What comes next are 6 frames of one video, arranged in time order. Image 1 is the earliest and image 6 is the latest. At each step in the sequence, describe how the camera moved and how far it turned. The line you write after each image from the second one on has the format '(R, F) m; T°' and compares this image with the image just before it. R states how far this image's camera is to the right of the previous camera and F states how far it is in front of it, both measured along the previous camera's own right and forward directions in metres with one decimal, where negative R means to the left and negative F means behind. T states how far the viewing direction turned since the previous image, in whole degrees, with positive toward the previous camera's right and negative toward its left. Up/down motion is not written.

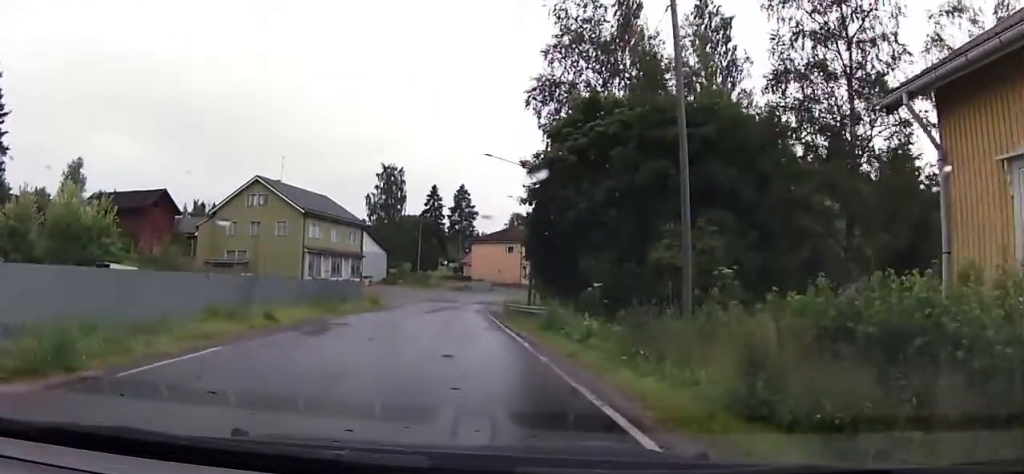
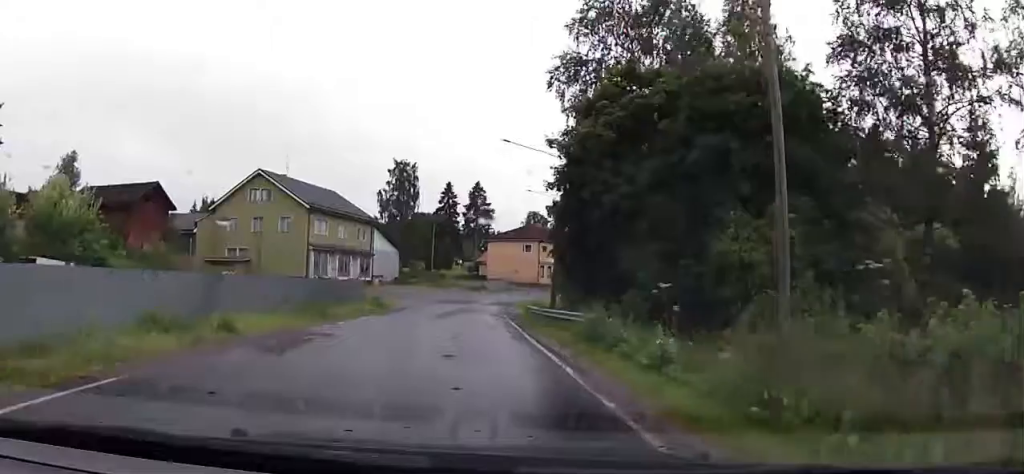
(-1.2, +3.1) m; +1°
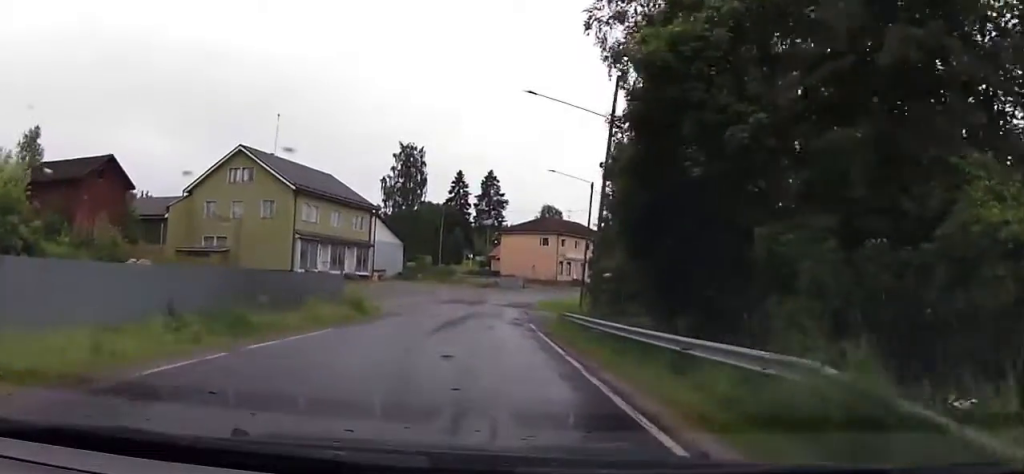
(+1.8, +9.5) m; +2°
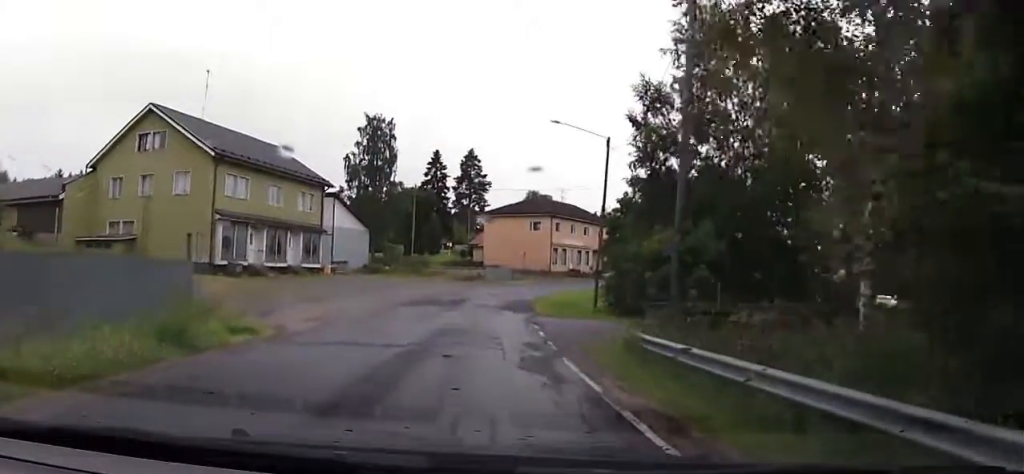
(-1.2, +14.0) m; -1°
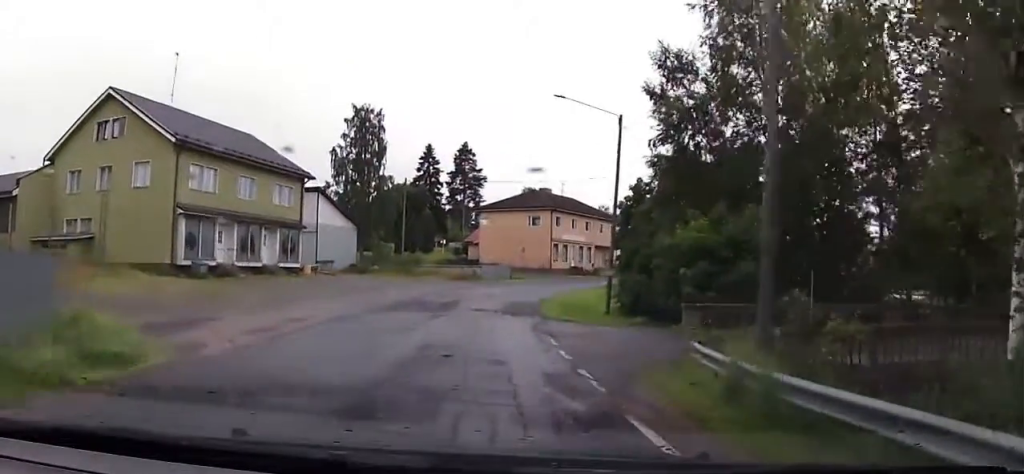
(+0.3, +4.8) m; +1°
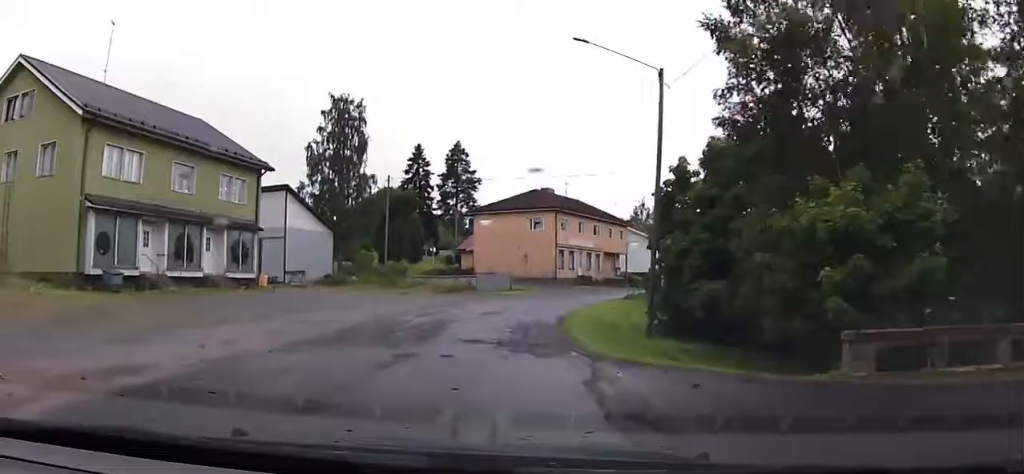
(-0.5, +9.1) m; -2°
